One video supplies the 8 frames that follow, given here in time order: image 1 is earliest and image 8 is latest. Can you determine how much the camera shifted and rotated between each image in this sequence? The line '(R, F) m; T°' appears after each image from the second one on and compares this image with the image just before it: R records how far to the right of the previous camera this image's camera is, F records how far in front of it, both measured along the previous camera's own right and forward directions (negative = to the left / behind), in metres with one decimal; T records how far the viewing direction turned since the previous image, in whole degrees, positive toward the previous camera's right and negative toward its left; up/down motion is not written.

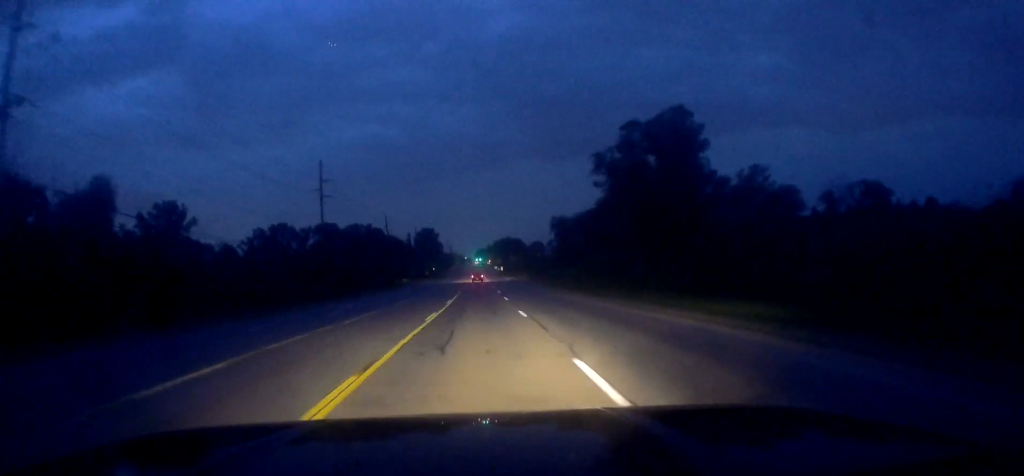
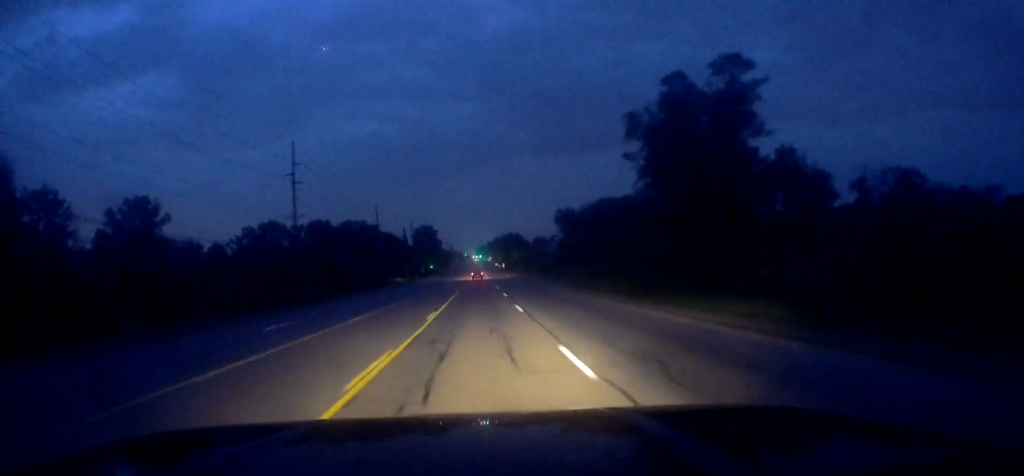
(-0.5, +13.6) m; 0°
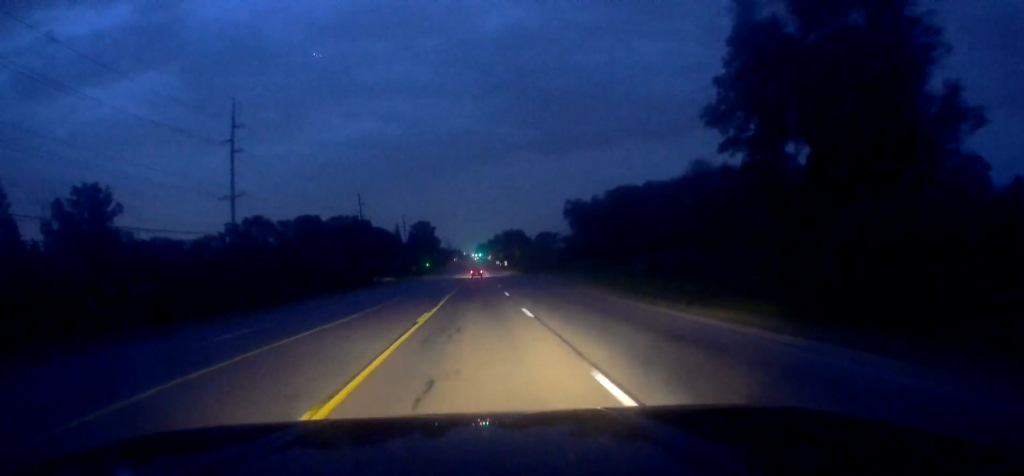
(+0.7, +20.5) m; 0°
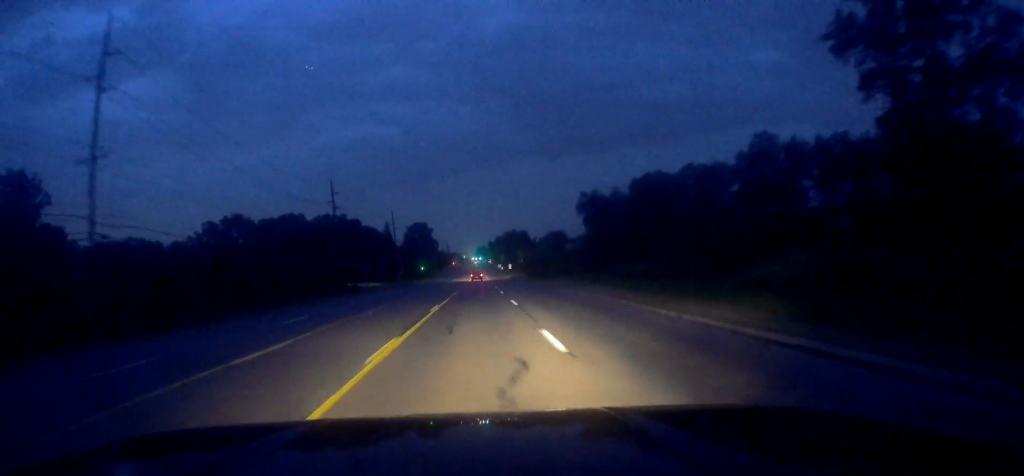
(-0.7, +23.3) m; -1°
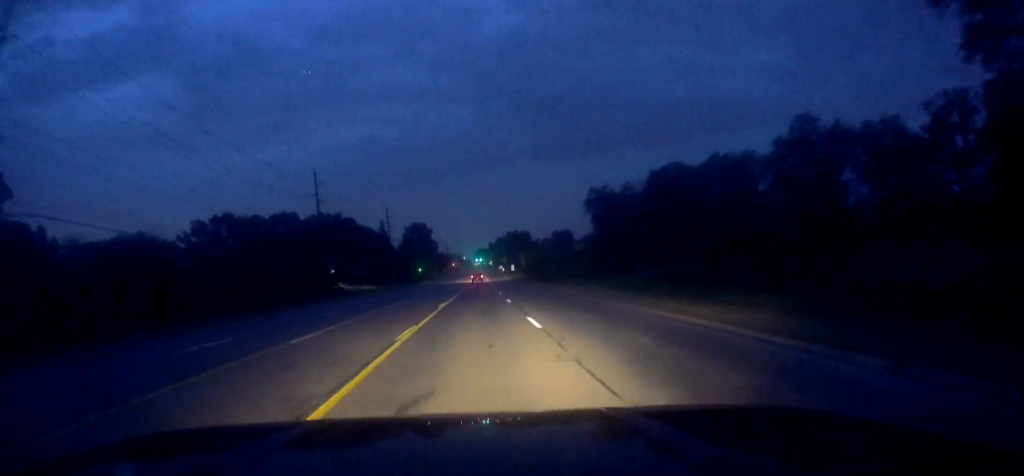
(+0.1, +10.5) m; +1°
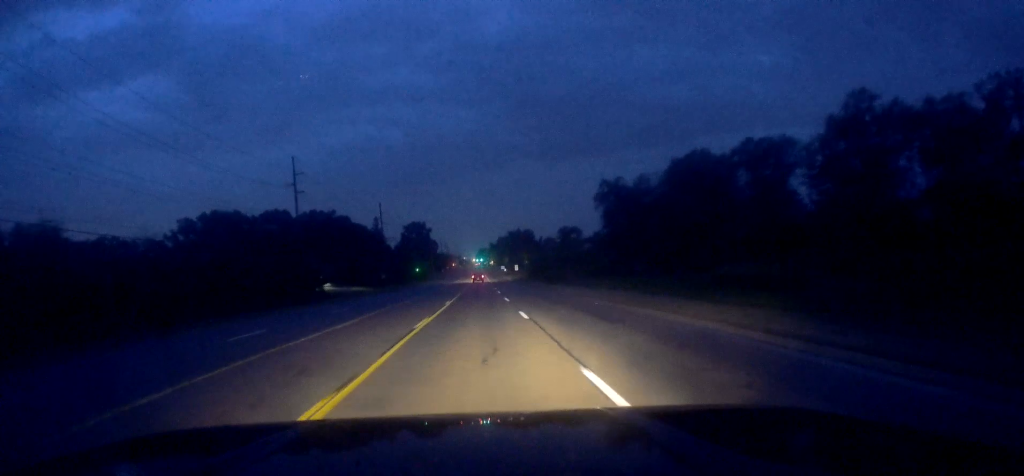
(+0.1, +11.2) m; +1°
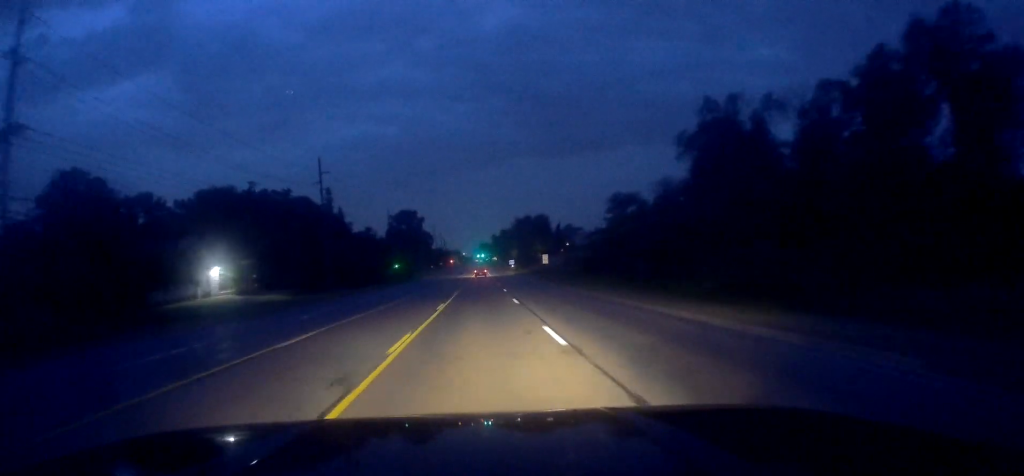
(-1.0, +55.4) m; -2°
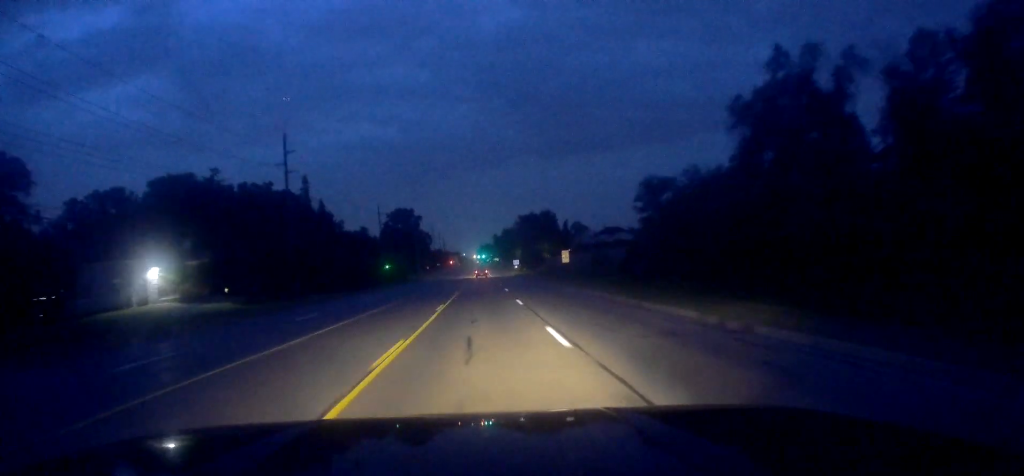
(0.0, +17.4) m; +1°
